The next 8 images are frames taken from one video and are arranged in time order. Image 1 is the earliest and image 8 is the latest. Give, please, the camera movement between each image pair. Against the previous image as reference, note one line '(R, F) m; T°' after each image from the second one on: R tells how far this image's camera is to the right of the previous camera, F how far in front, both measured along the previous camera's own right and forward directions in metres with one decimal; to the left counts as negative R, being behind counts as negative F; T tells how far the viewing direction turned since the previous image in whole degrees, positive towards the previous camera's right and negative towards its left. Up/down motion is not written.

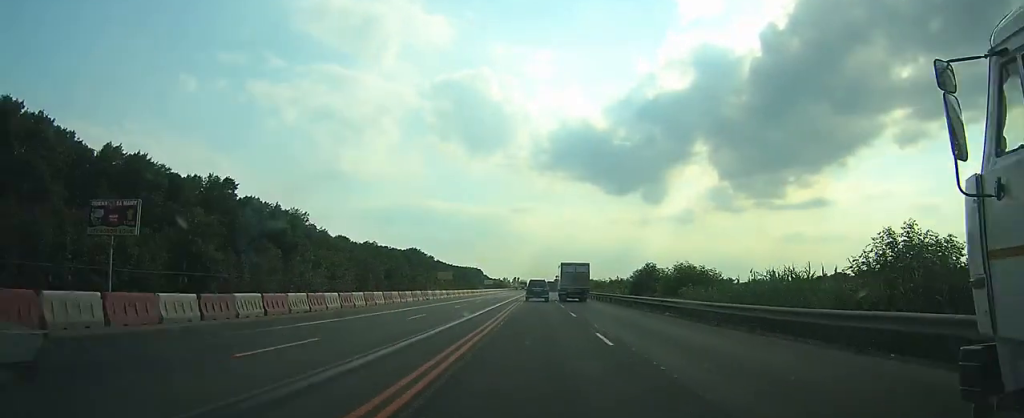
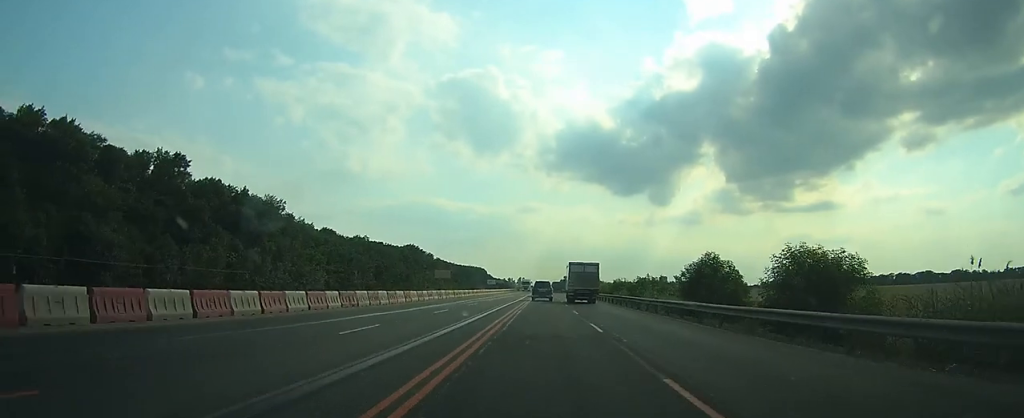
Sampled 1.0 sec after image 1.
(+0.1, +19.8) m; 0°
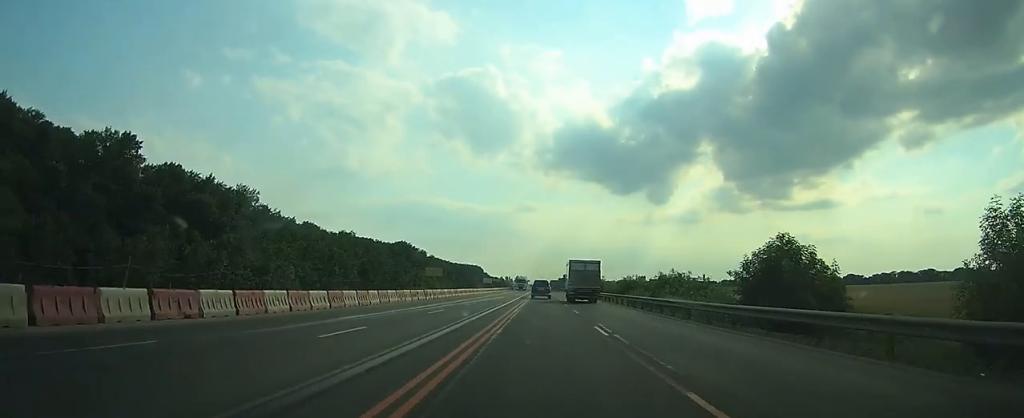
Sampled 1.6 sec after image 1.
(+0.1, +13.2) m; 0°
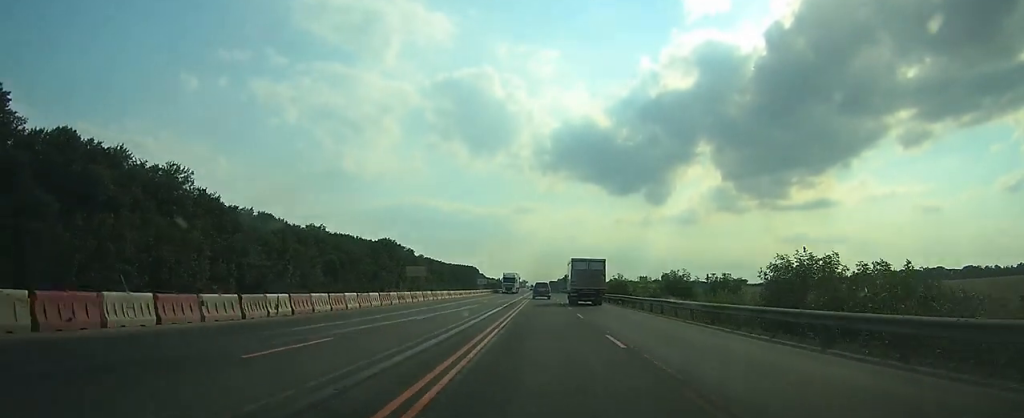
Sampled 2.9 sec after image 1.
(-0.2, +27.0) m; 0°
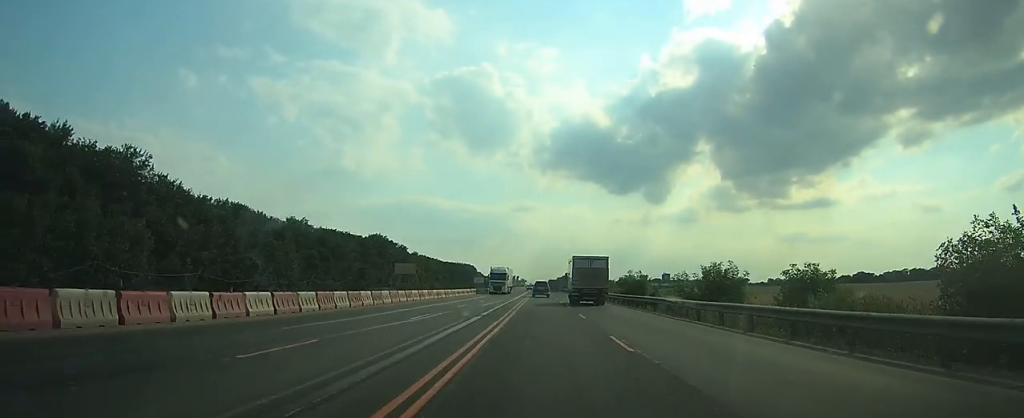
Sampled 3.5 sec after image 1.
(0.0, +13.0) m; 0°
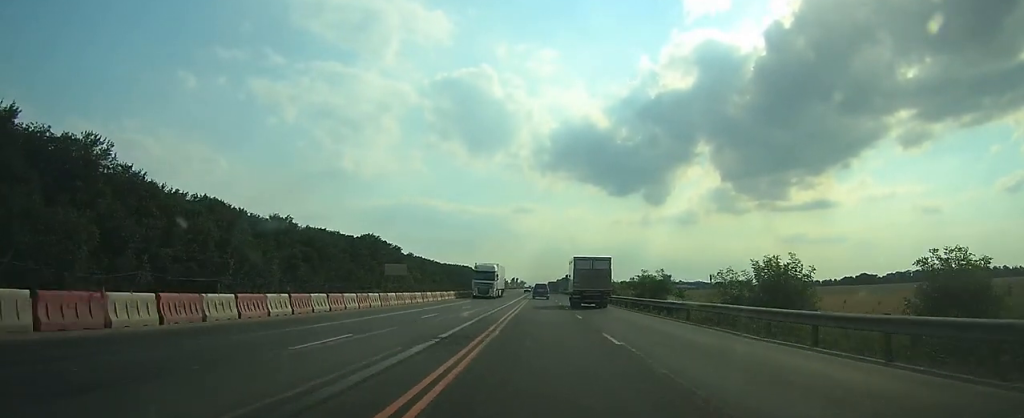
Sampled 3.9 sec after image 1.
(0.0, +10.2) m; 0°
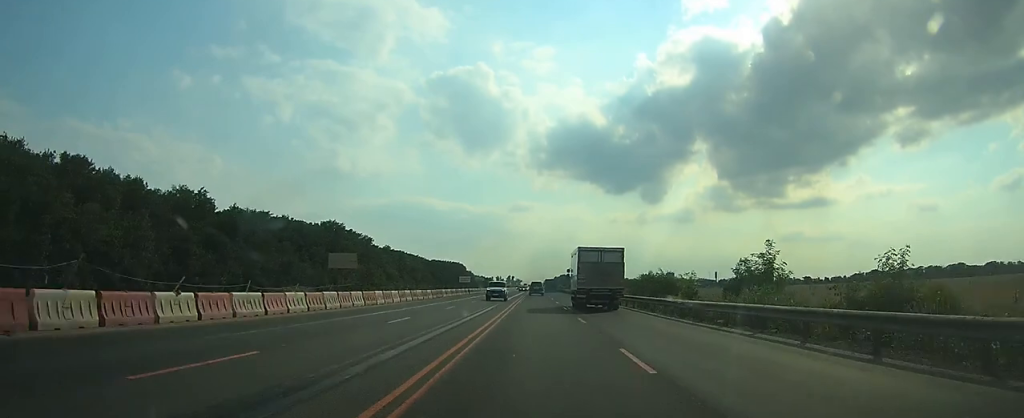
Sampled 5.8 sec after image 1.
(+0.2, +40.5) m; 0°
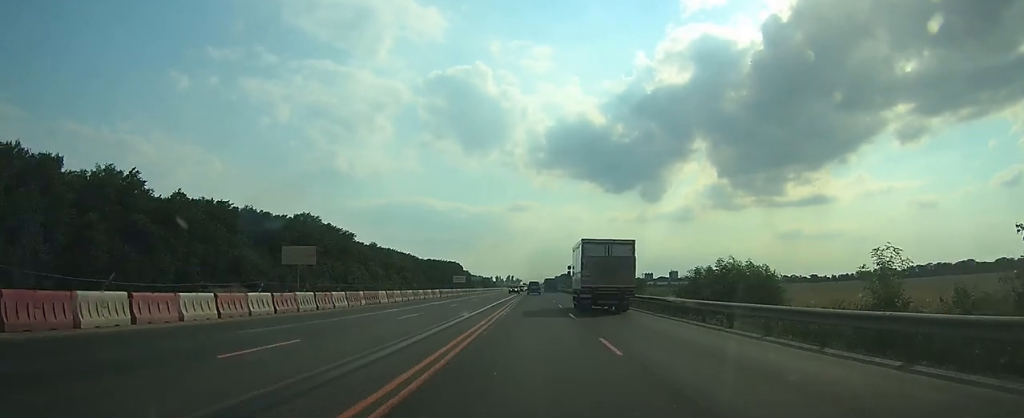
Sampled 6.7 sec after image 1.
(0.0, +21.7) m; 0°
